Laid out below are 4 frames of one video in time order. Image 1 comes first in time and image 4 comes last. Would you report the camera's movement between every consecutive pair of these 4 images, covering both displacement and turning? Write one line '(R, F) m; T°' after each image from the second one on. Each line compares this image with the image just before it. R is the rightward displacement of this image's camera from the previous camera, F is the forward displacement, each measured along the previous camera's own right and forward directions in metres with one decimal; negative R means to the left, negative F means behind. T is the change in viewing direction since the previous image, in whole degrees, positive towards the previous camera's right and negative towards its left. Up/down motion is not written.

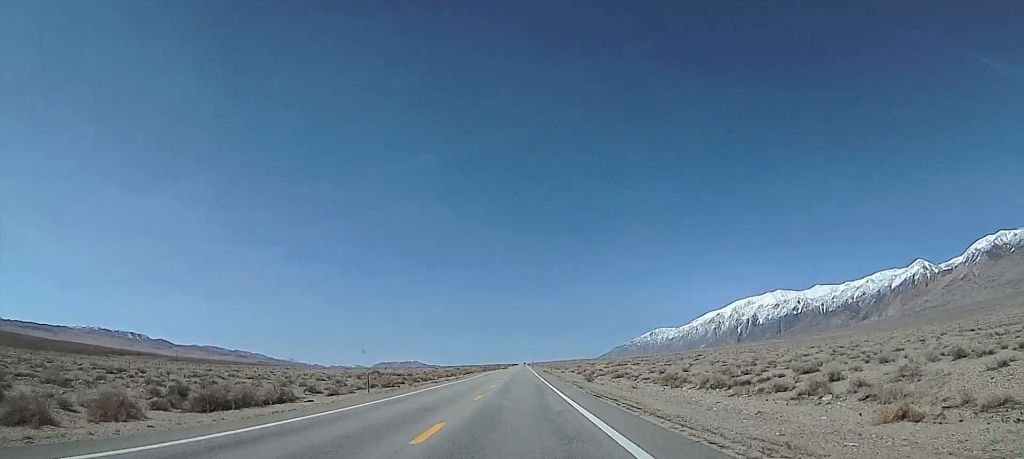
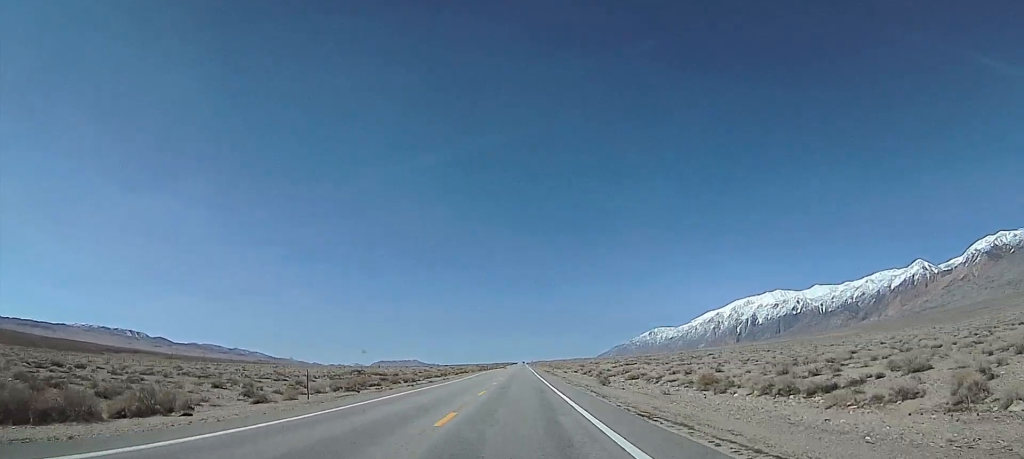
(0.0, +11.4) m; 0°
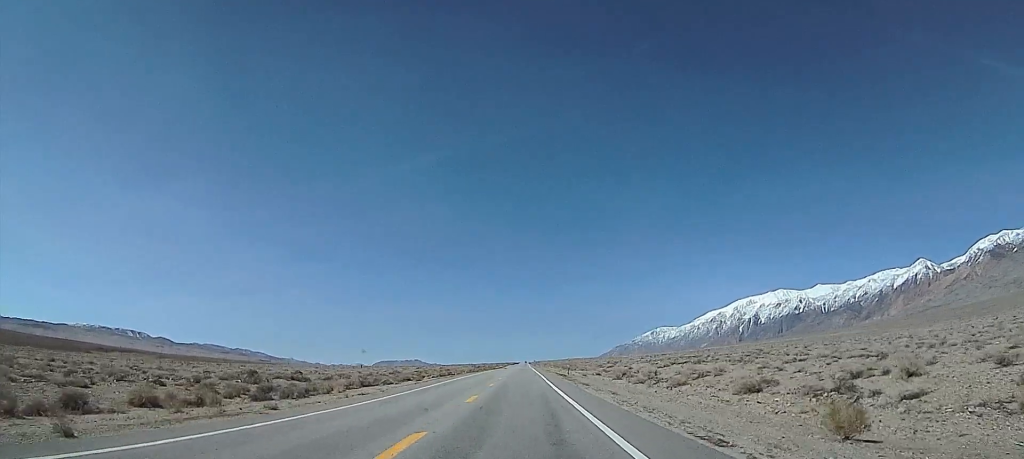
(0.0, +35.3) m; 0°
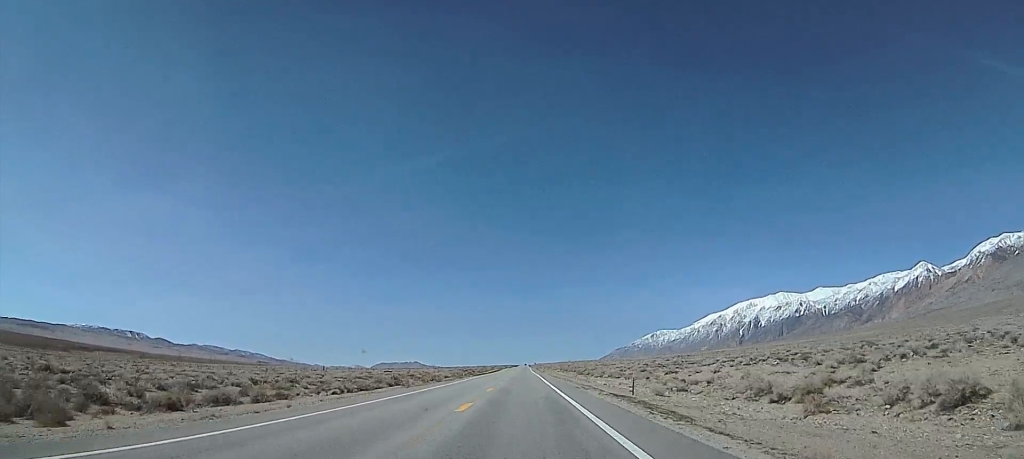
(-0.4, +48.7) m; +1°
